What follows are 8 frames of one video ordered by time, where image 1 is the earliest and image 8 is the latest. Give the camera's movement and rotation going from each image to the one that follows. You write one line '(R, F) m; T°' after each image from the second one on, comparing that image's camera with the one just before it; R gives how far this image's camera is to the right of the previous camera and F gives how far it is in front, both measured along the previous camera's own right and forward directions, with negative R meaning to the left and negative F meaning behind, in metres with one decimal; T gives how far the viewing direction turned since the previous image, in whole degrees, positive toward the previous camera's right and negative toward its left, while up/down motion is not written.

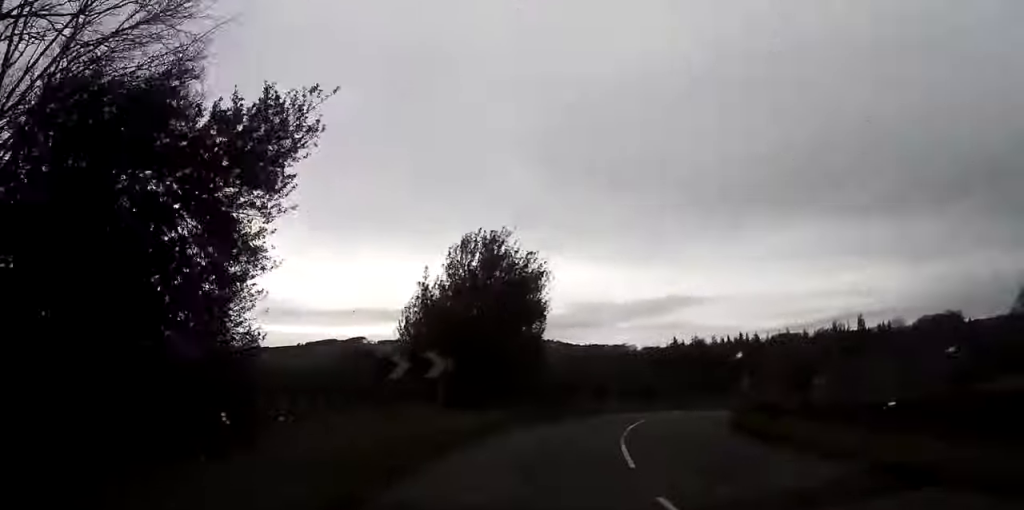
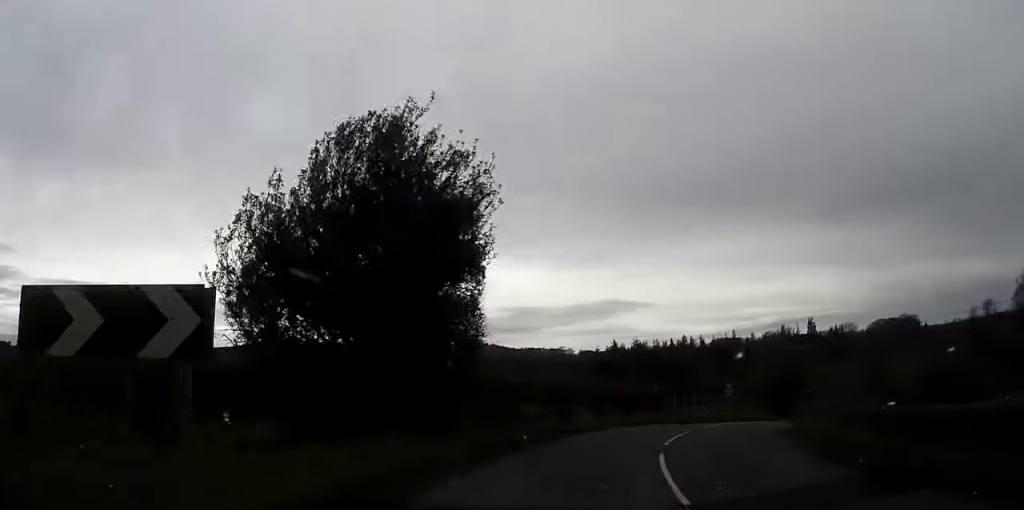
(+0.4, +12.1) m; +6°
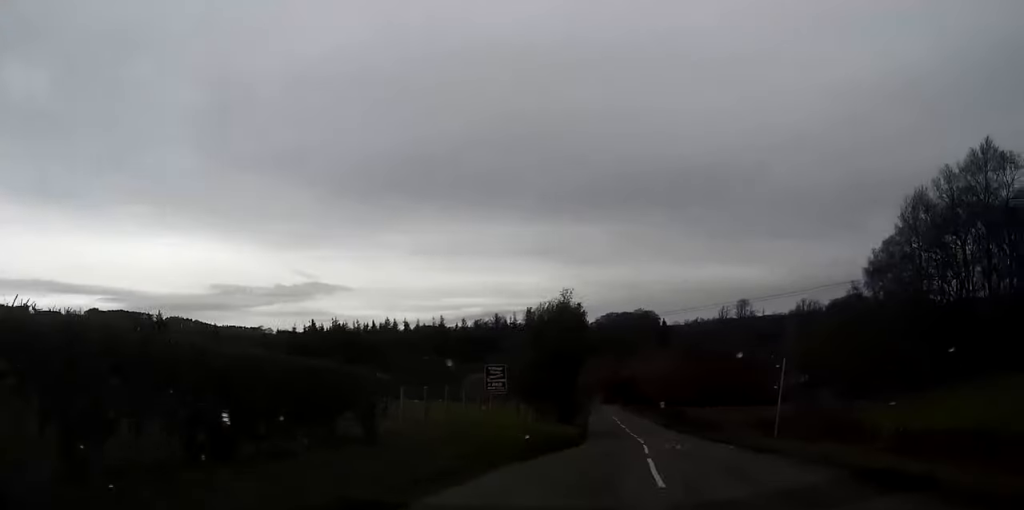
(+3.7, +25.1) m; +19°
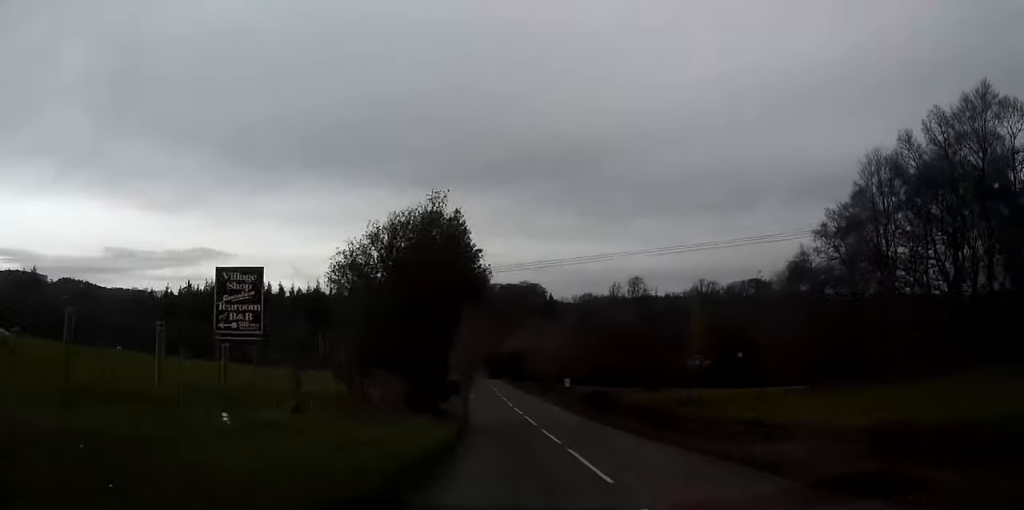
(+2.1, +17.4) m; +9°
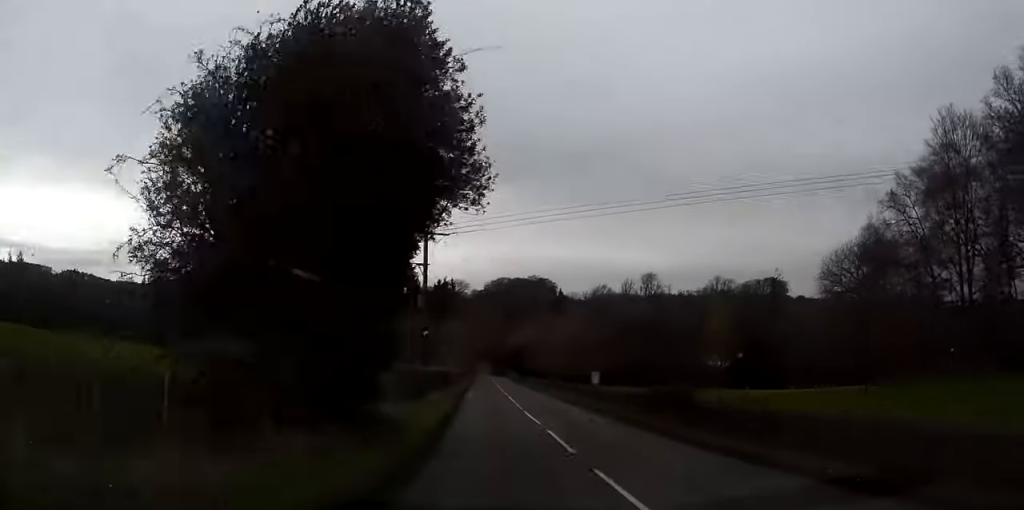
(+0.7, +14.7) m; +3°
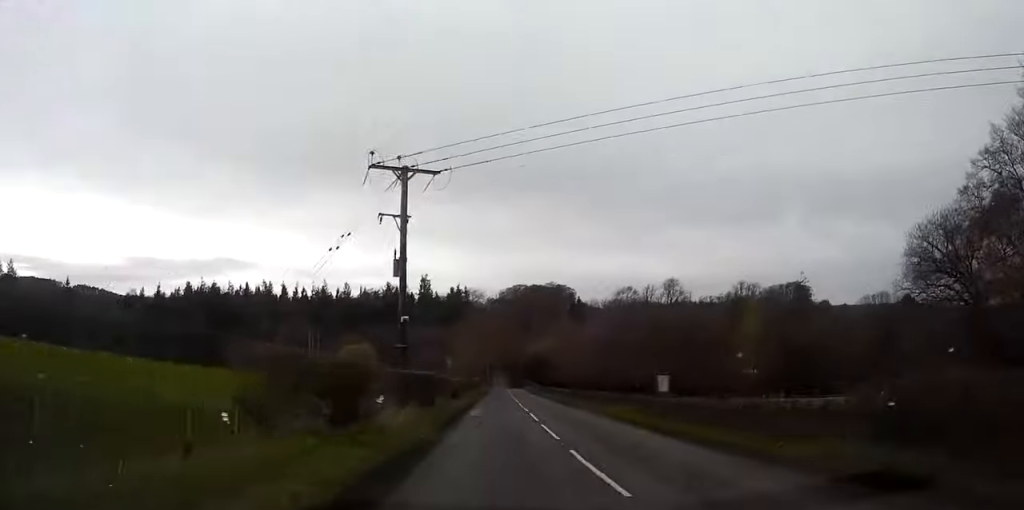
(+0.3, +14.8) m; 0°
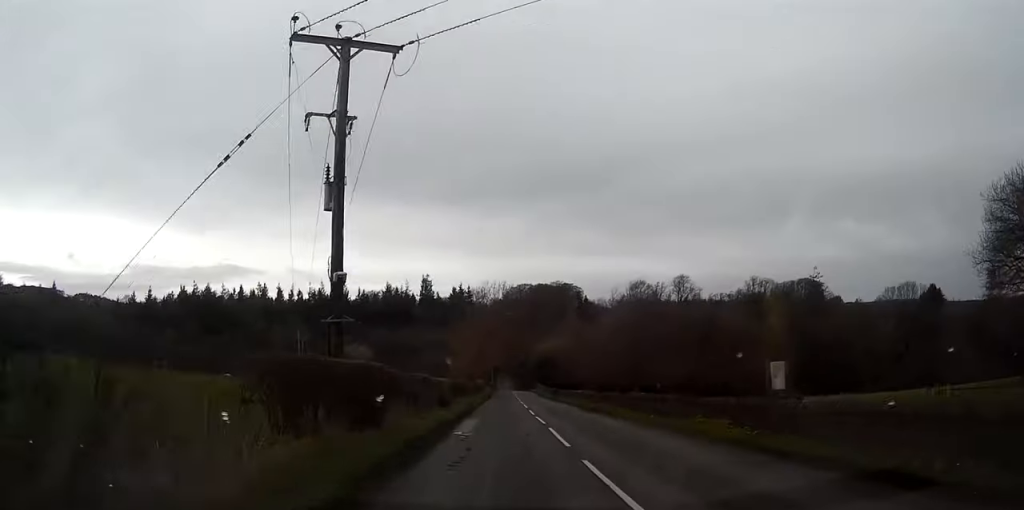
(-0.2, +11.9) m; -1°
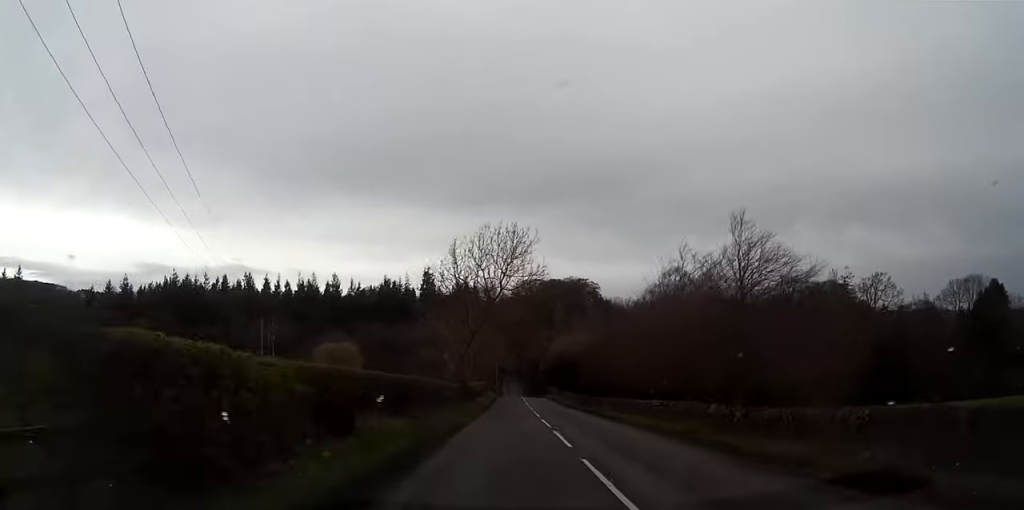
(-0.2, +26.3) m; -1°
